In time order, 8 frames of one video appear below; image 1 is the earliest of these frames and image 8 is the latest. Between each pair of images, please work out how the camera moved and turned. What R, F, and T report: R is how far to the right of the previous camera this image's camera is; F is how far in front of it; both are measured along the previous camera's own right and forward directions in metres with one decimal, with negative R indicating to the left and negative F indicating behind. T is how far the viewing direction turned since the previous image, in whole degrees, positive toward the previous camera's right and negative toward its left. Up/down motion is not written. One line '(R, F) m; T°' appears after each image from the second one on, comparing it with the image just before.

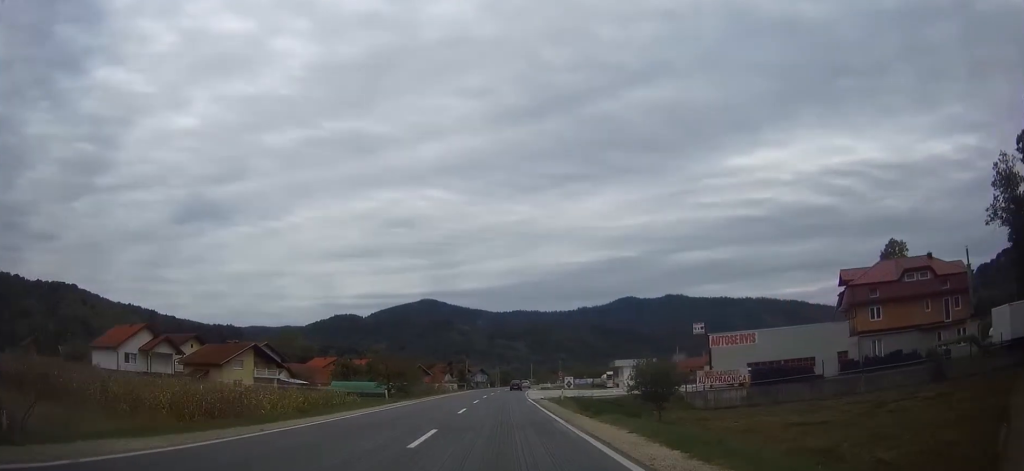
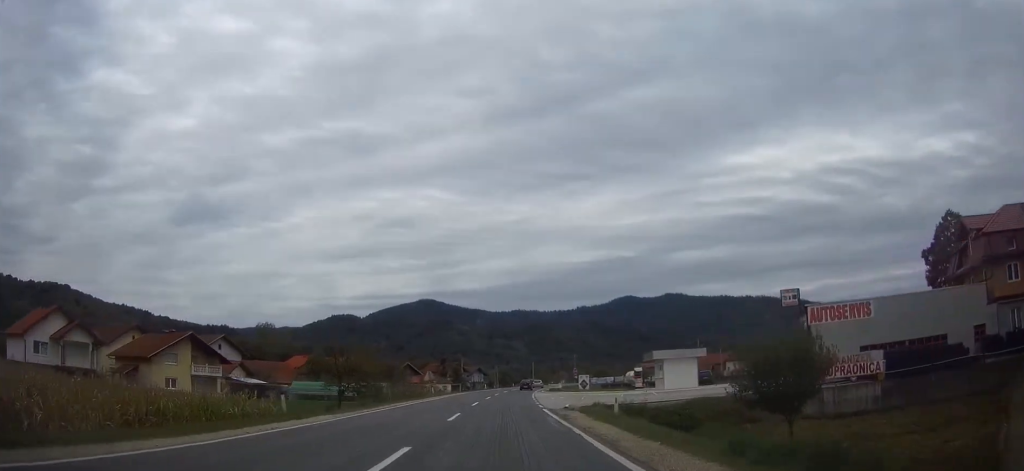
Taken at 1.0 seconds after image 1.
(0.0, +19.9) m; 0°
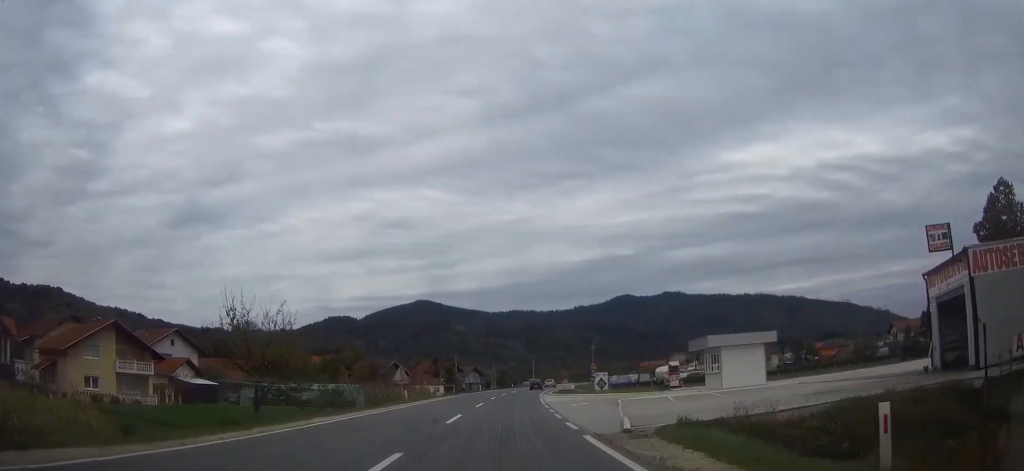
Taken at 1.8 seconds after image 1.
(0.0, +15.4) m; 0°
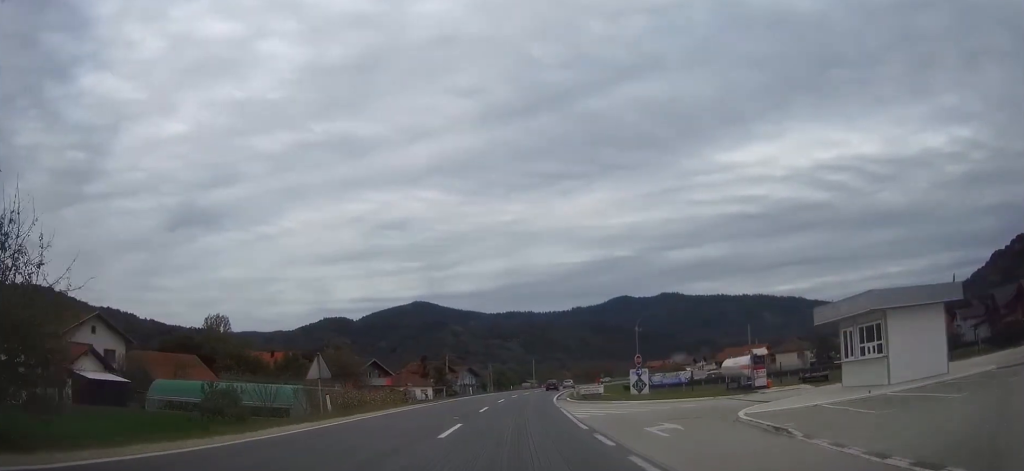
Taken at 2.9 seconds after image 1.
(0.0, +19.9) m; 0°
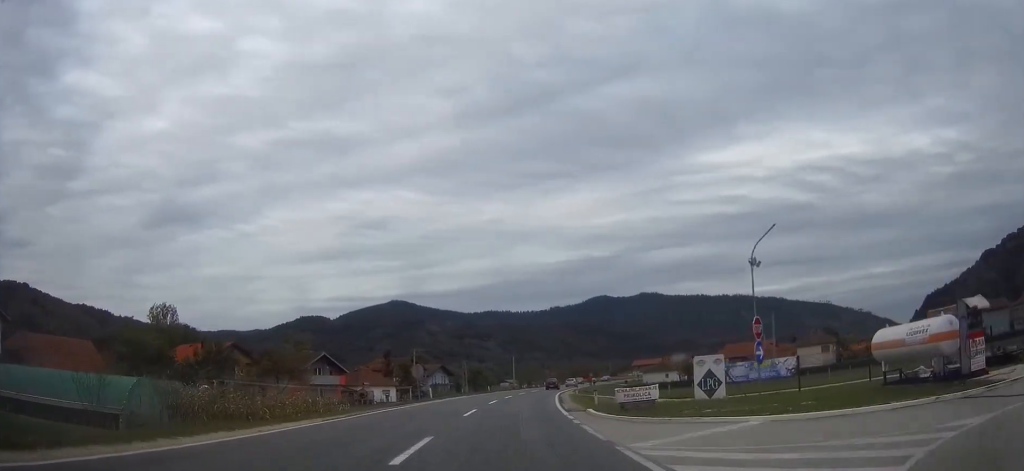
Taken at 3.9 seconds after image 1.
(+0.1, +20.5) m; +1°
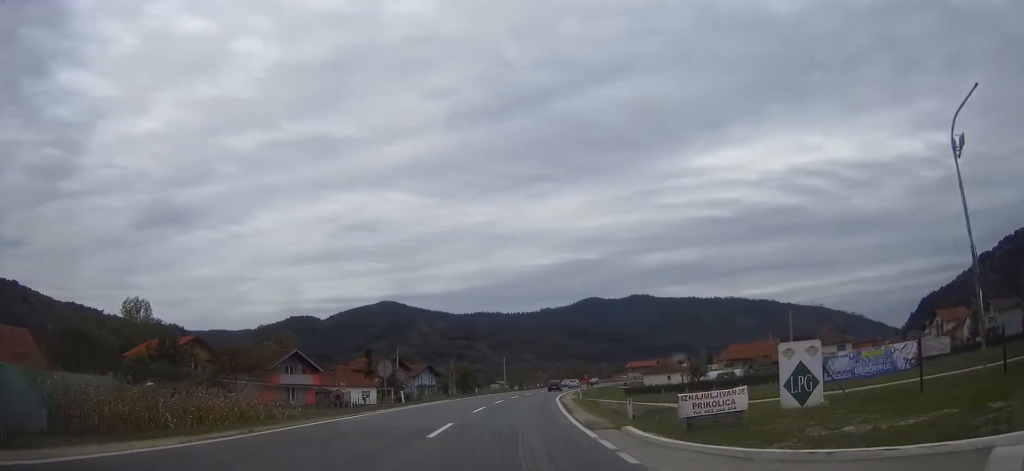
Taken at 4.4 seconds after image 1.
(0.0, +9.6) m; +1°
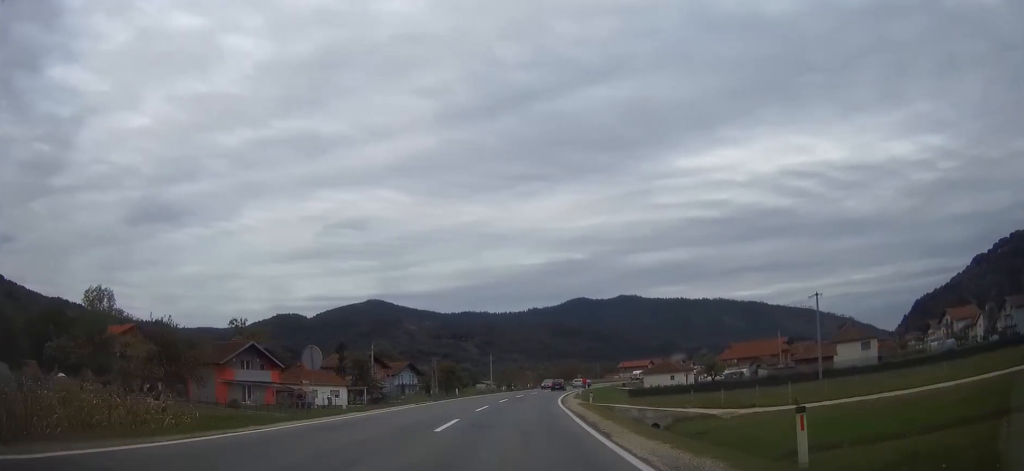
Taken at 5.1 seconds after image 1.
(+0.3, +12.2) m; +1°
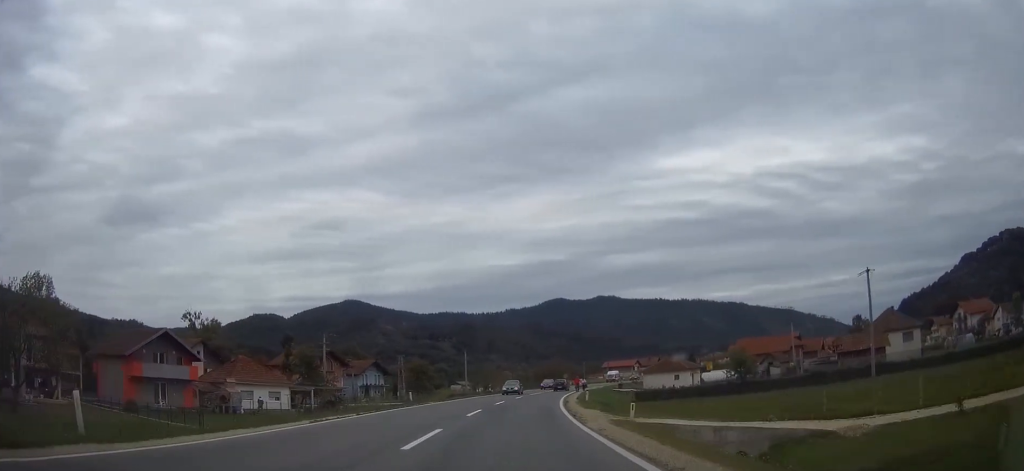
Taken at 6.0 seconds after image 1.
(+0.3, +17.3) m; +2°
